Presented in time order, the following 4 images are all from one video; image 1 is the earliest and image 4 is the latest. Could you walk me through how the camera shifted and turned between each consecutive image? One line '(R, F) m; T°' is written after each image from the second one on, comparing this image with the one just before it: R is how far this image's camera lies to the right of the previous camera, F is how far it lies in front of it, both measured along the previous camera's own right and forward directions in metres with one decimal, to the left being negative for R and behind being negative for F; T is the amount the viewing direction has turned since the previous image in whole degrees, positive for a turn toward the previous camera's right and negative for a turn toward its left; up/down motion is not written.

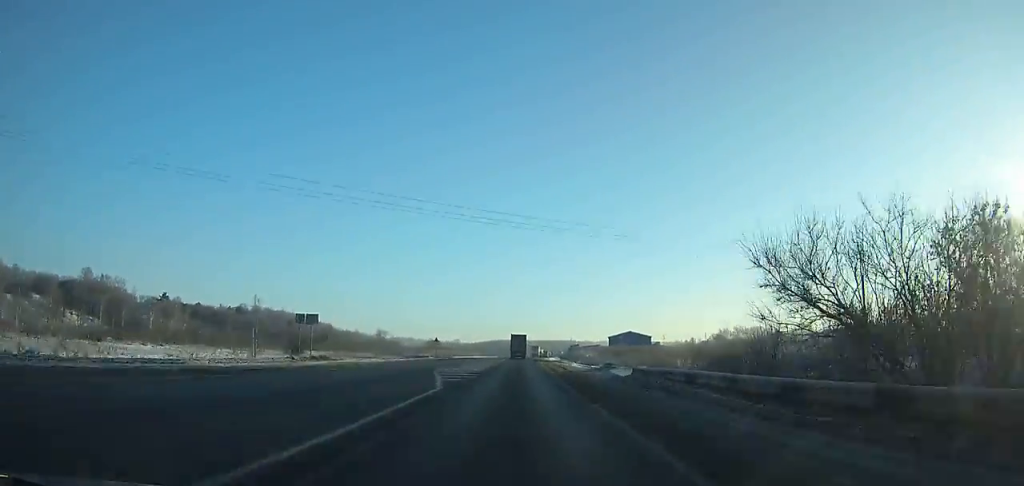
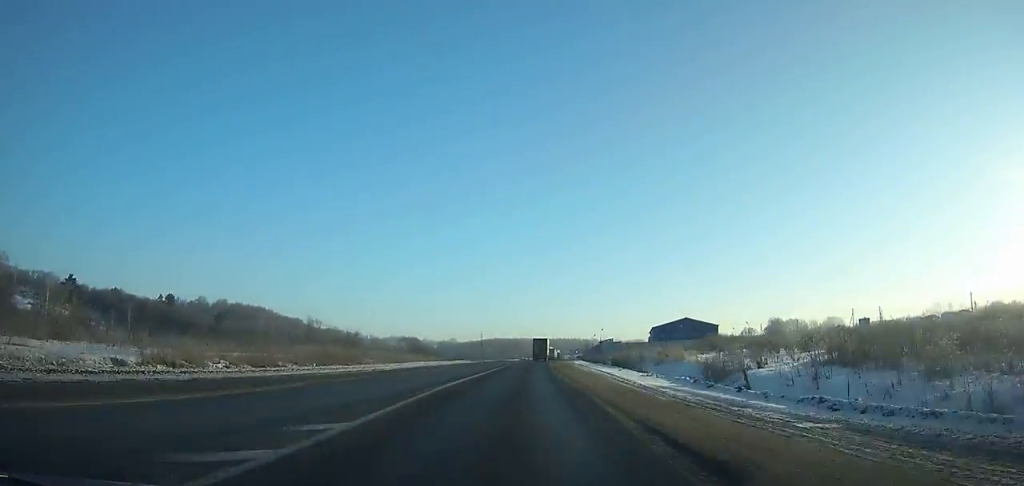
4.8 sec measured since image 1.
(+0.2, +88.8) m; +1°
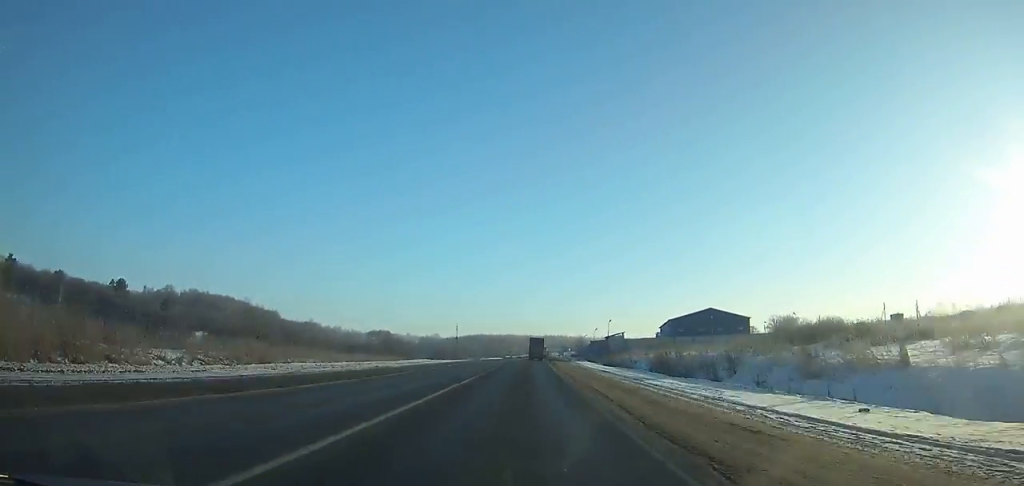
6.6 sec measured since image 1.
(+0.5, +33.9) m; +1°
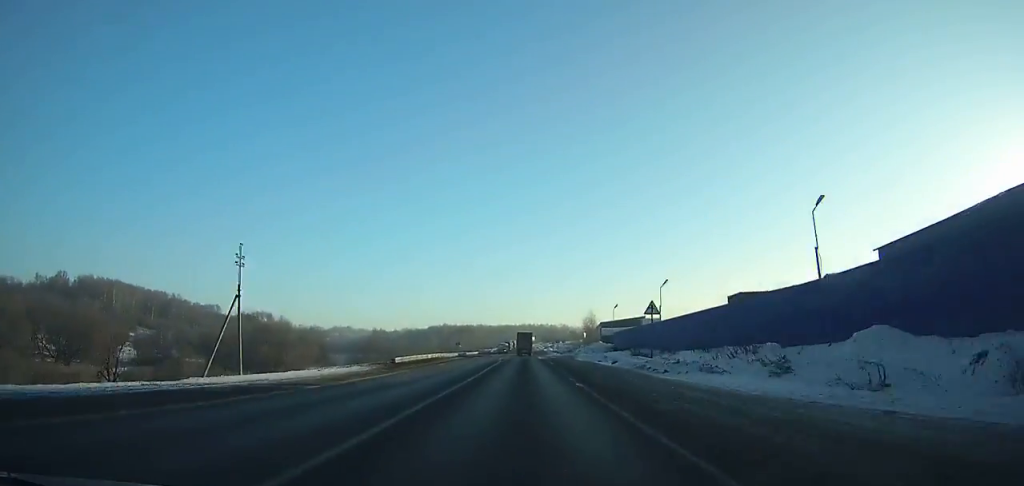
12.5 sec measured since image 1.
(+2.5, +111.8) m; +2°
